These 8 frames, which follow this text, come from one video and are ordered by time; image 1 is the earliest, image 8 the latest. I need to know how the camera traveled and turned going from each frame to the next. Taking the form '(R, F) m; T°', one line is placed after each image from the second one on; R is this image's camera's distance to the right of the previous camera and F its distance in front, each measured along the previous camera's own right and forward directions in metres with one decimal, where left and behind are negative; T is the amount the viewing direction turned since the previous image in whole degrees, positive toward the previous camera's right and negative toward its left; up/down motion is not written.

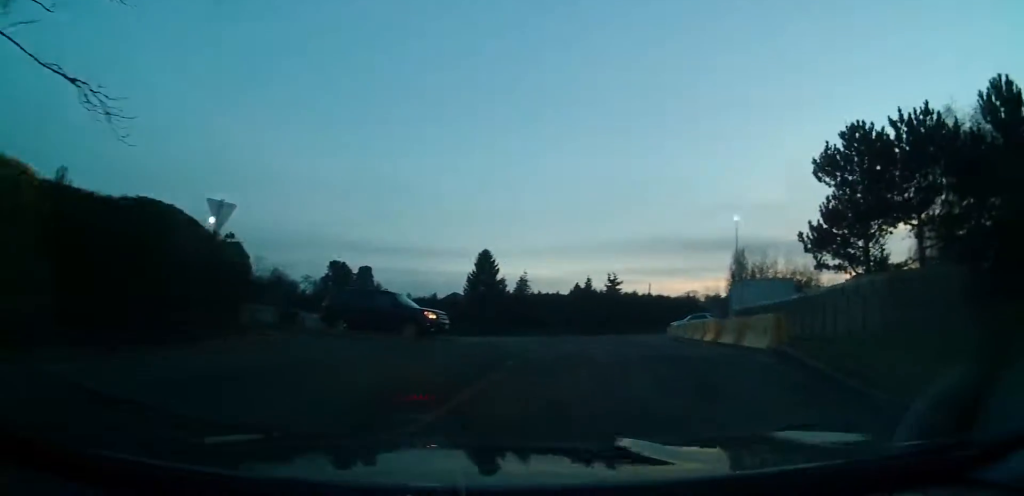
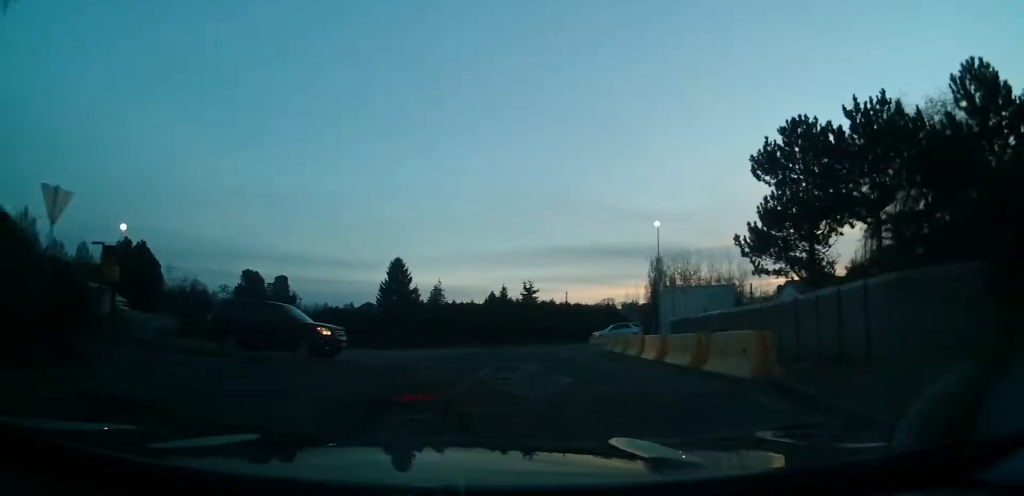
(+0.4, +2.7) m; +11°
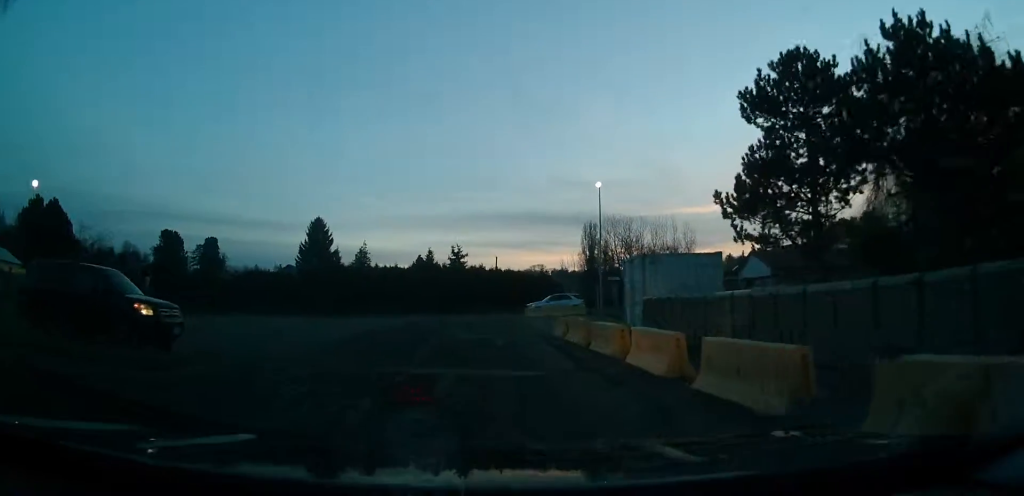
(+0.4, +6.5) m; +6°
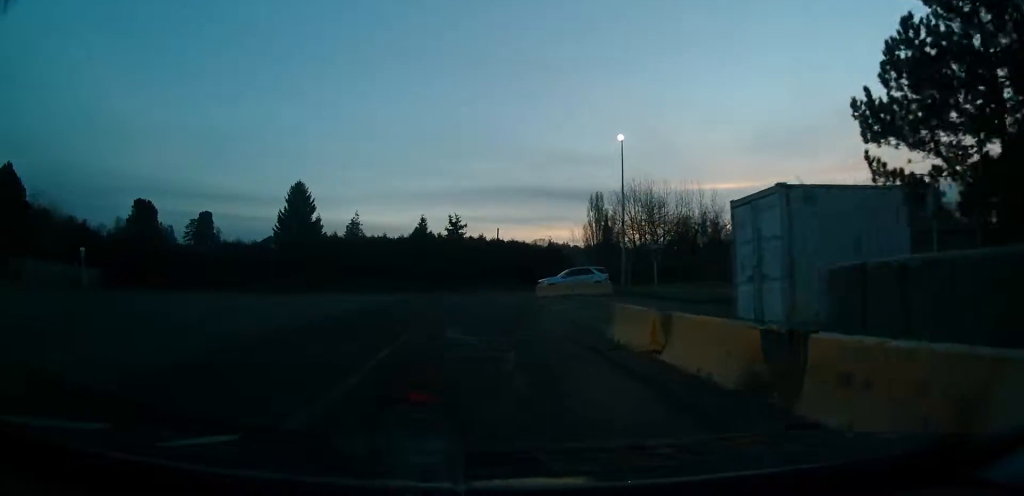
(+0.3, +9.9) m; -1°
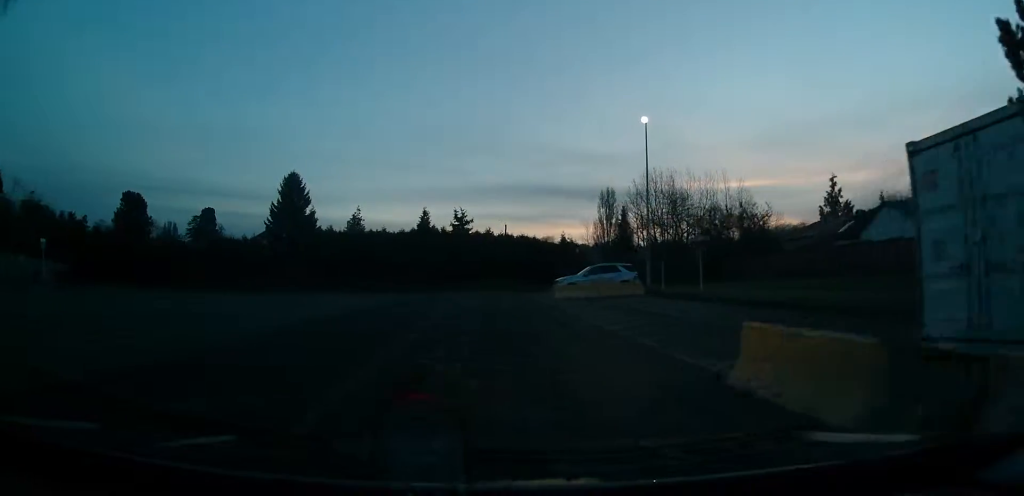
(-0.2, +5.6) m; -1°
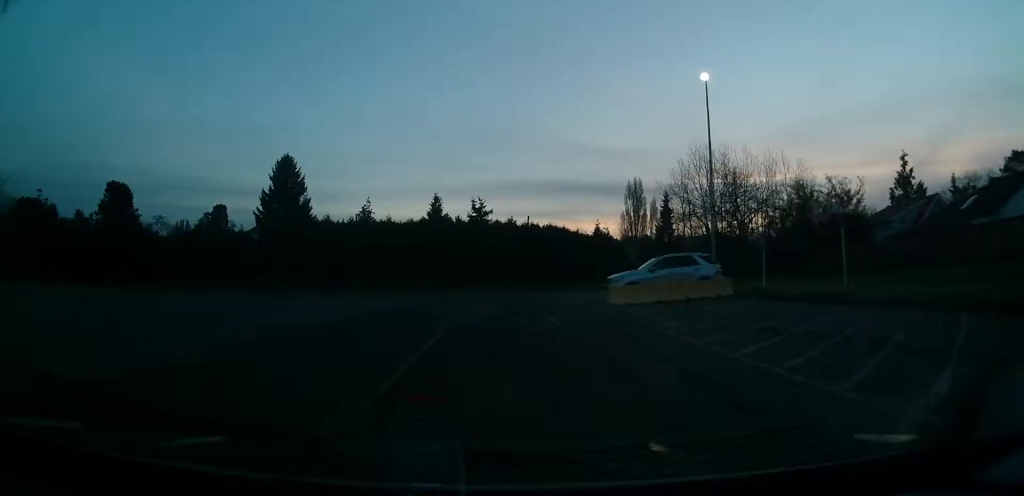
(0.0, +9.7) m; -1°
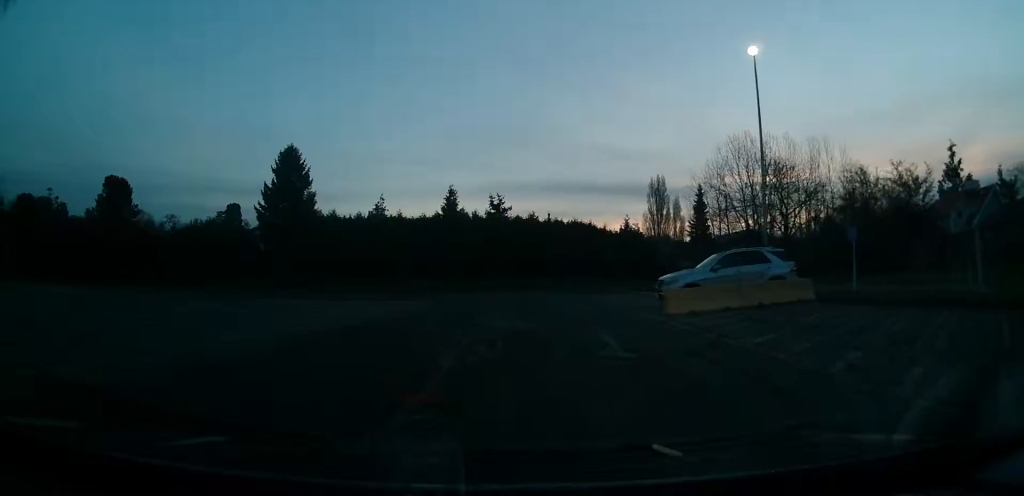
(+0.1, +4.9) m; -1°
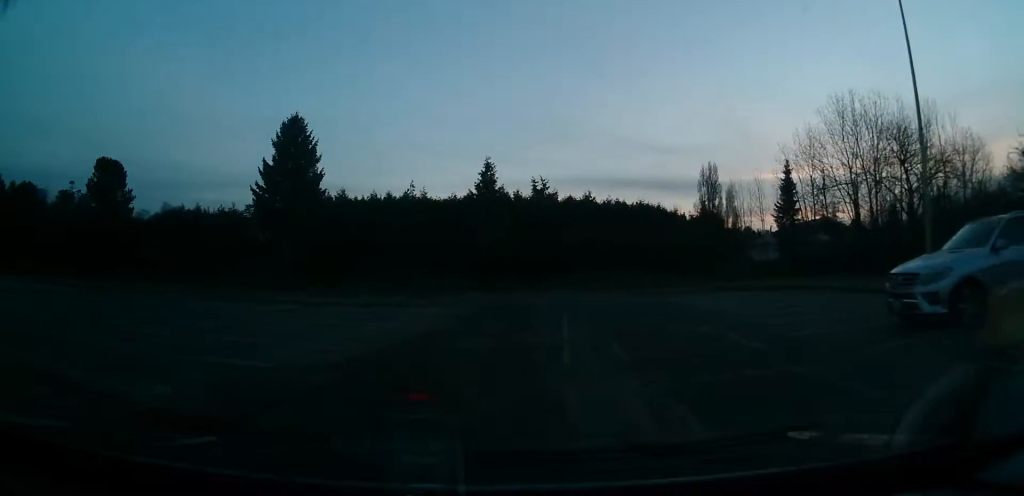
(-0.6, +10.8) m; +3°
